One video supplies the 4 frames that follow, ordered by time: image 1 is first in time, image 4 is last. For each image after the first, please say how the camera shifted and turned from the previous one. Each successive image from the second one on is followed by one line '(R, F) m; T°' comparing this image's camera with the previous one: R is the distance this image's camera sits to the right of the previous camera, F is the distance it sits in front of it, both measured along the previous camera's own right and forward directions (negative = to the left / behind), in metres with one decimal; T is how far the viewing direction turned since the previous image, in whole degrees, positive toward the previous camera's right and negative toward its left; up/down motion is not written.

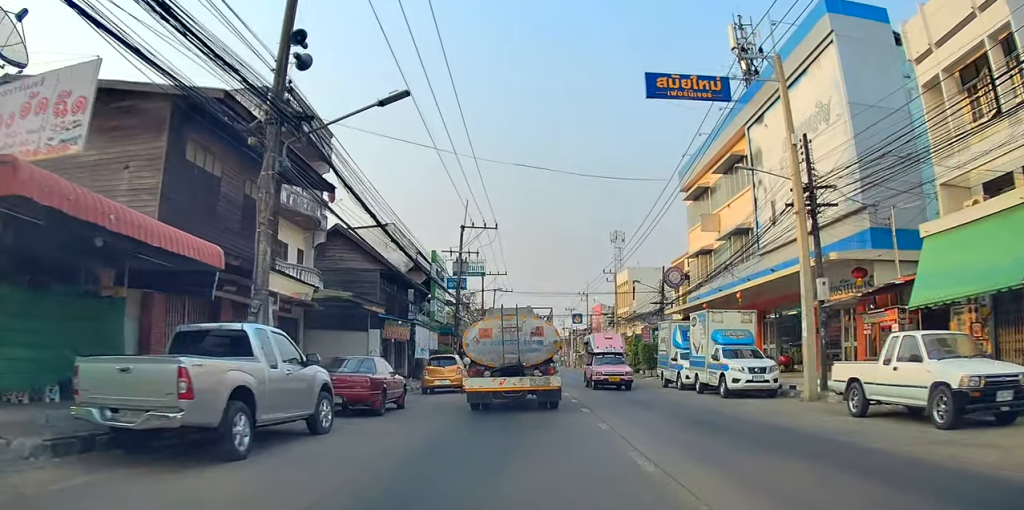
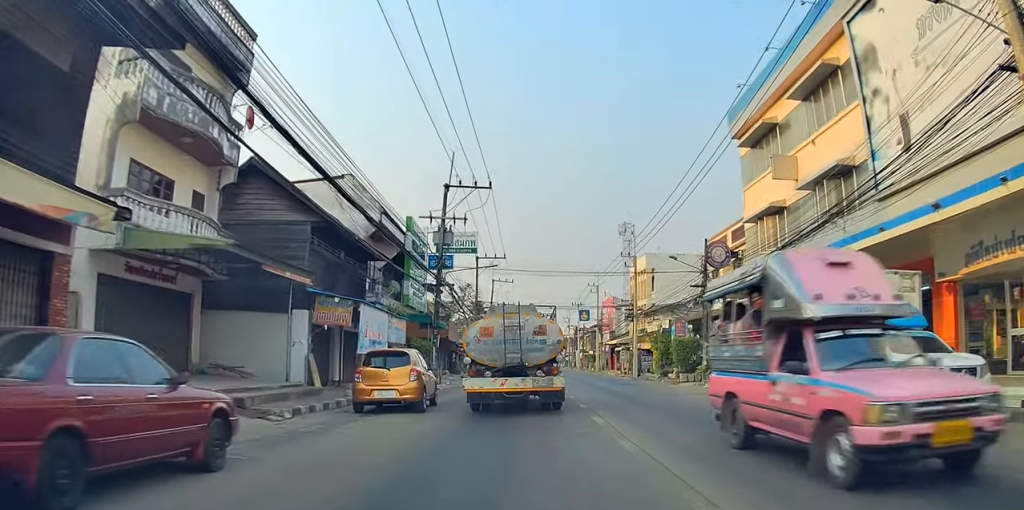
(-0.4, +10.2) m; 0°
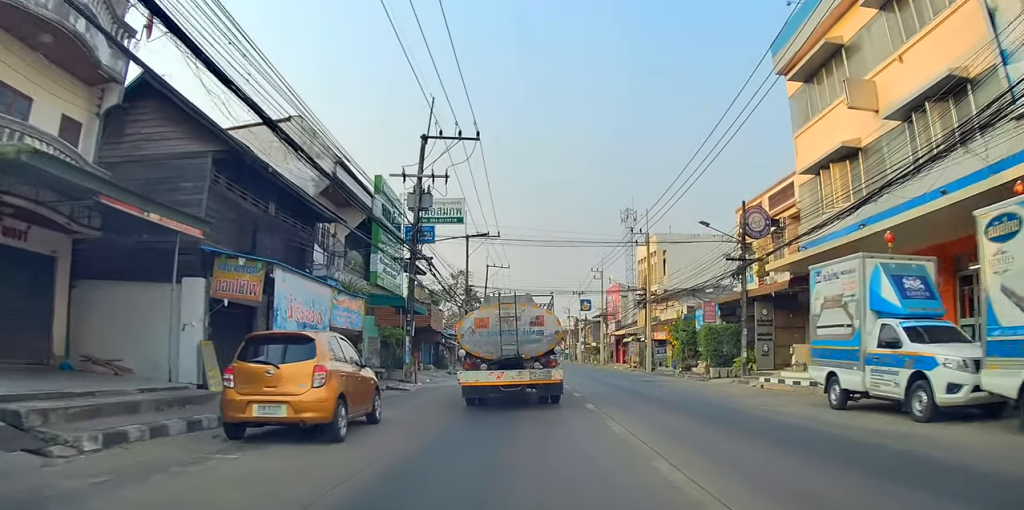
(+0.6, +6.8) m; 0°
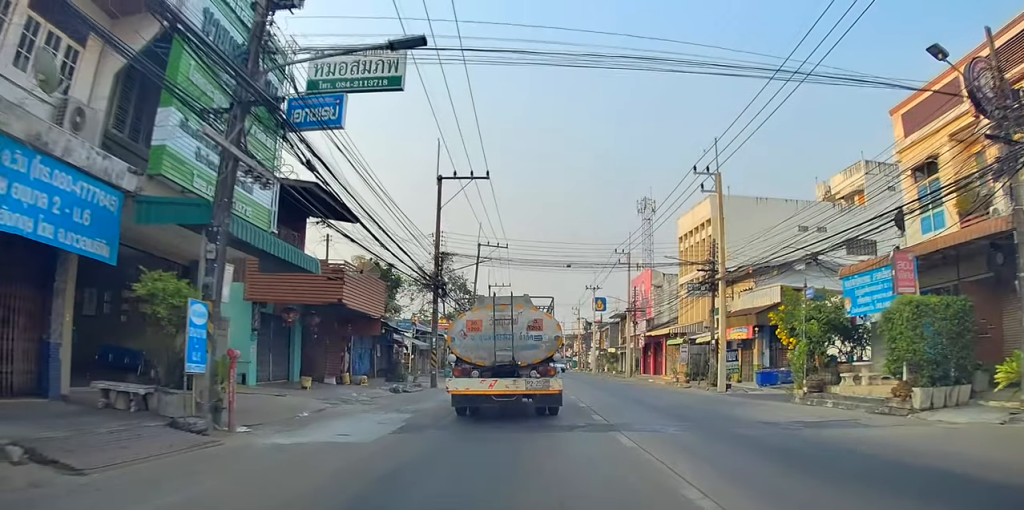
(0.0, +17.3) m; 0°
